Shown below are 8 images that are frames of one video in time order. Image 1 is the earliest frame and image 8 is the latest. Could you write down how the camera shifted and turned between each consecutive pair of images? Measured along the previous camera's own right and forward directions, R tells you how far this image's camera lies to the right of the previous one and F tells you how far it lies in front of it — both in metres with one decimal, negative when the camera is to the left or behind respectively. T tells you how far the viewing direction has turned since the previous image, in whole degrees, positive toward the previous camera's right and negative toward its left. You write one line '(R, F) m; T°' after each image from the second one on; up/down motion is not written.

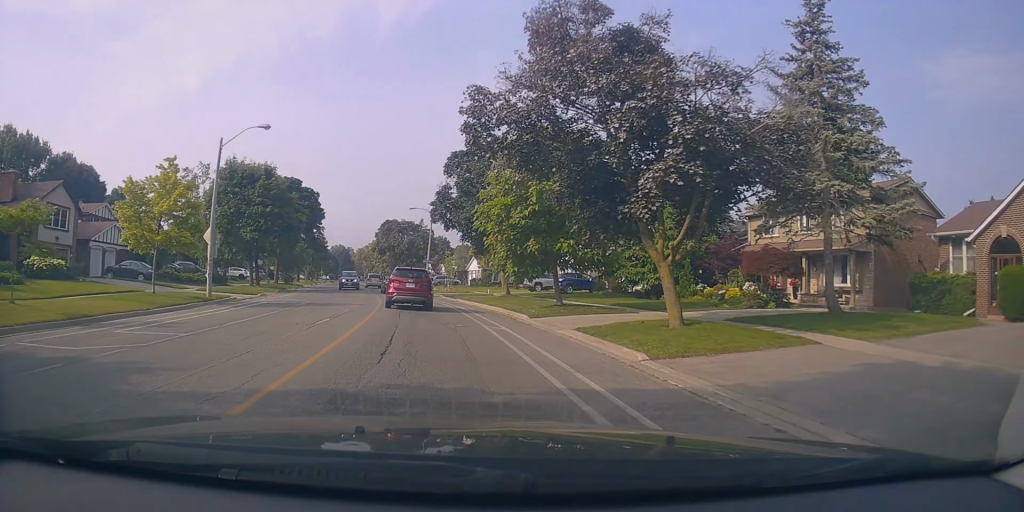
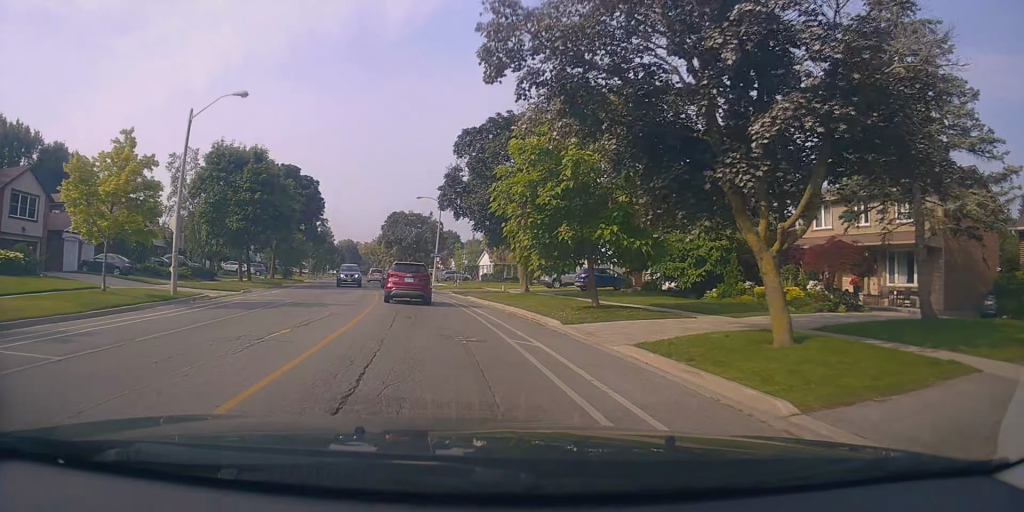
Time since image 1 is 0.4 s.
(+0.1, +4.5) m; 0°
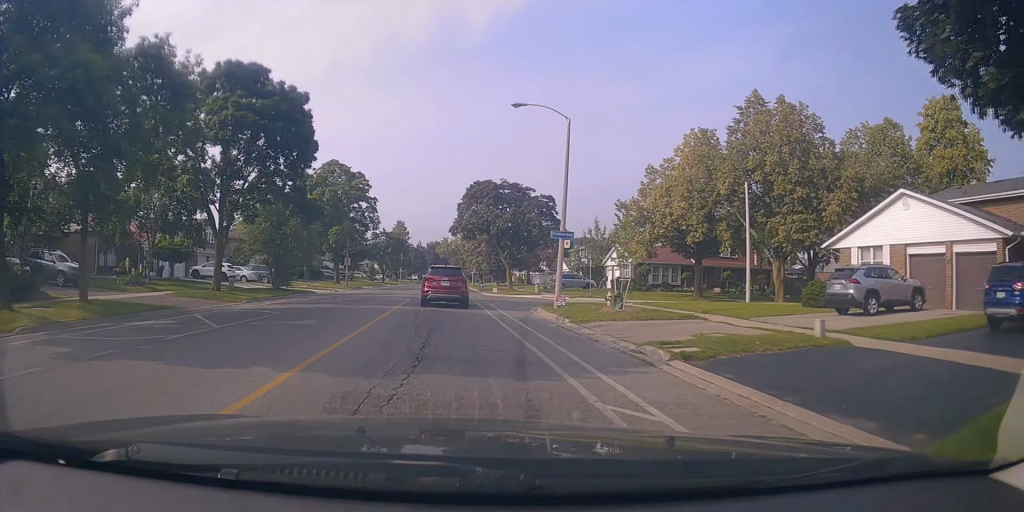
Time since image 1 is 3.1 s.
(-3.0, +30.5) m; -10°
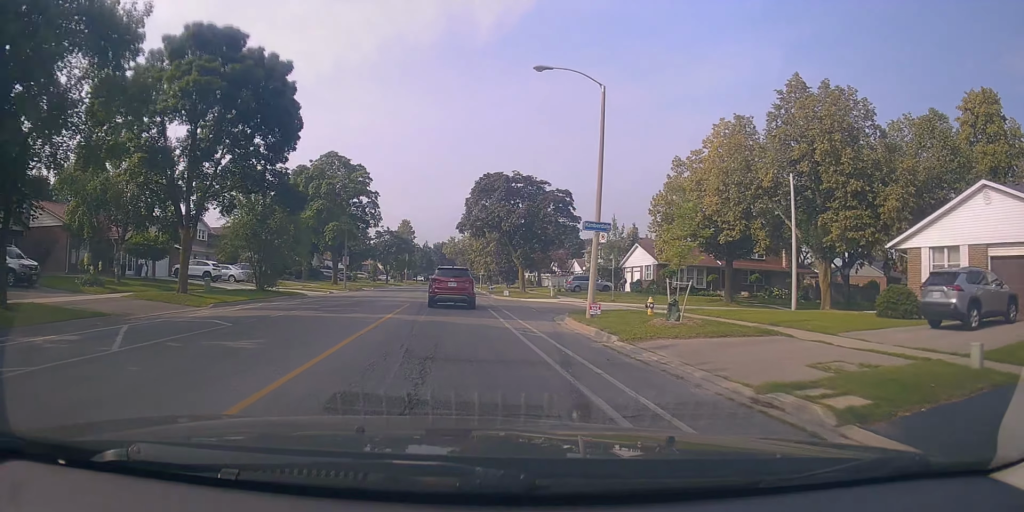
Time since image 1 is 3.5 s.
(-0.3, +4.5) m; 0°
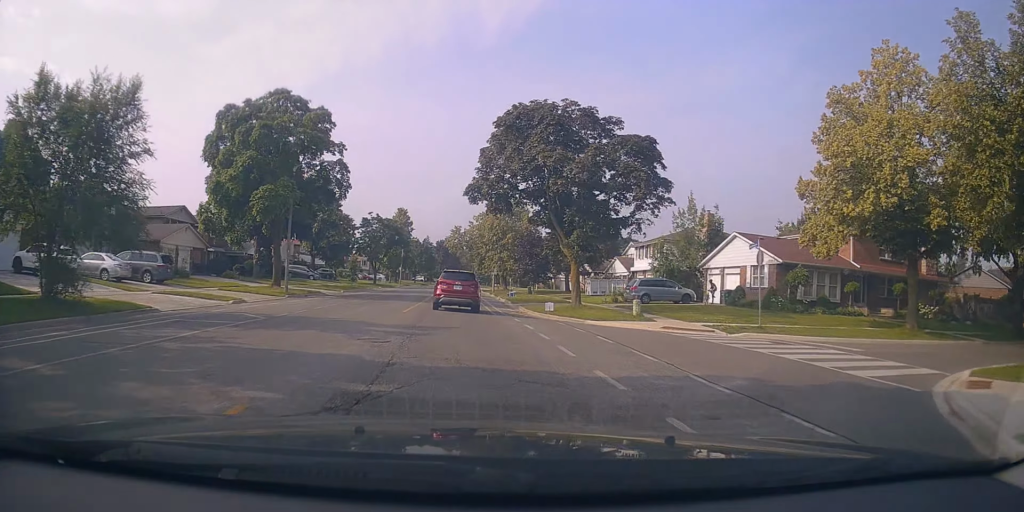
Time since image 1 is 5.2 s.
(+0.6, +20.1) m; -1°
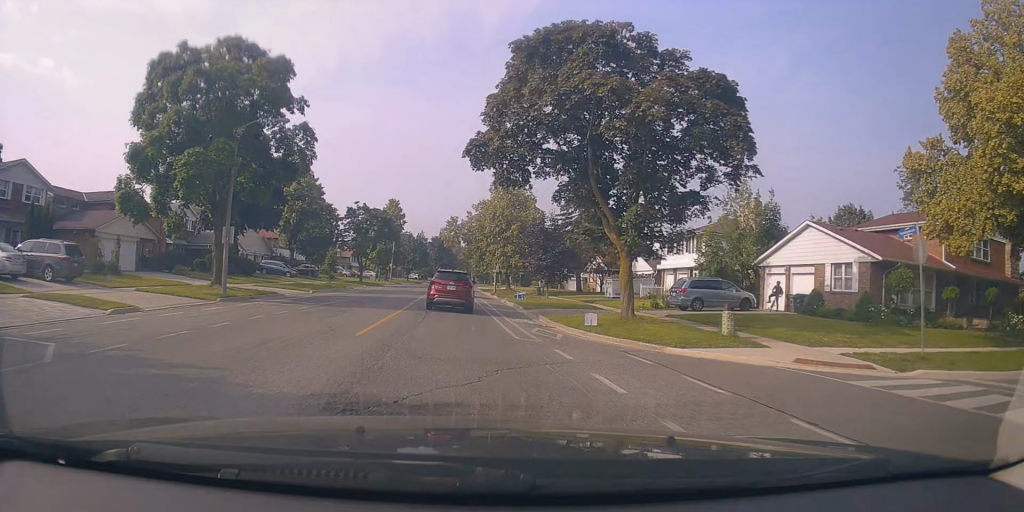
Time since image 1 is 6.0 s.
(-0.3, +9.1) m; -1°
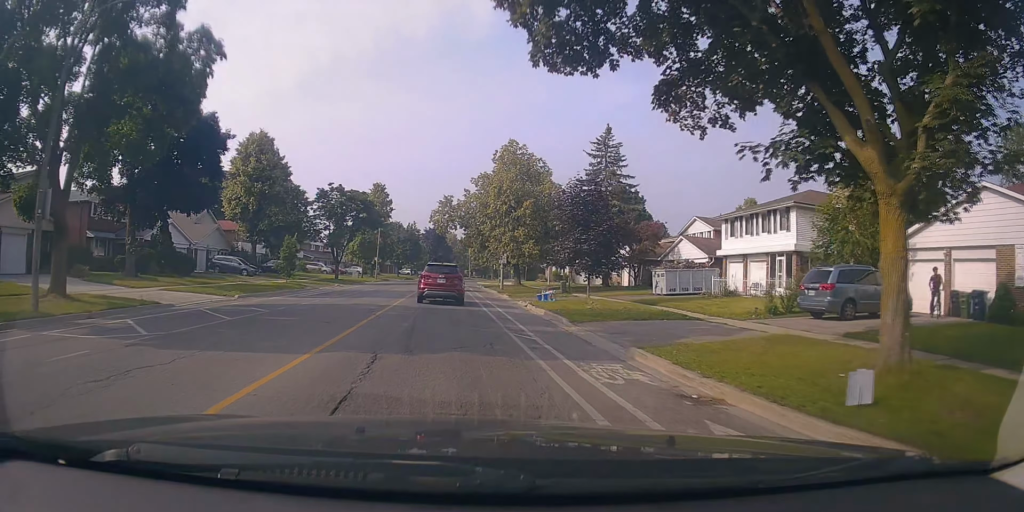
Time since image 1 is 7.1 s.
(0.0, +13.0) m; +1°
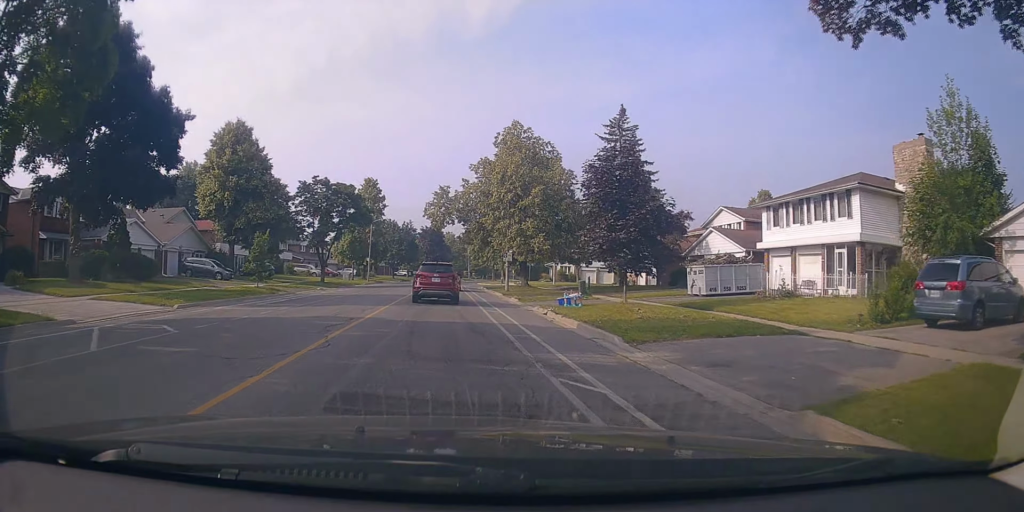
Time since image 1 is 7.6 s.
(+0.1, +5.9) m; +1°
